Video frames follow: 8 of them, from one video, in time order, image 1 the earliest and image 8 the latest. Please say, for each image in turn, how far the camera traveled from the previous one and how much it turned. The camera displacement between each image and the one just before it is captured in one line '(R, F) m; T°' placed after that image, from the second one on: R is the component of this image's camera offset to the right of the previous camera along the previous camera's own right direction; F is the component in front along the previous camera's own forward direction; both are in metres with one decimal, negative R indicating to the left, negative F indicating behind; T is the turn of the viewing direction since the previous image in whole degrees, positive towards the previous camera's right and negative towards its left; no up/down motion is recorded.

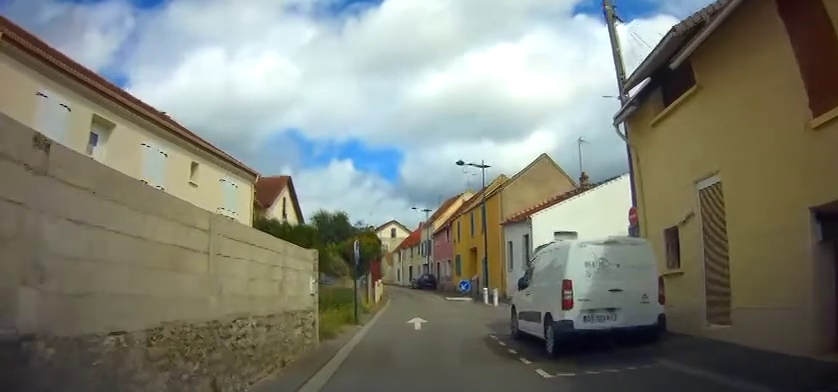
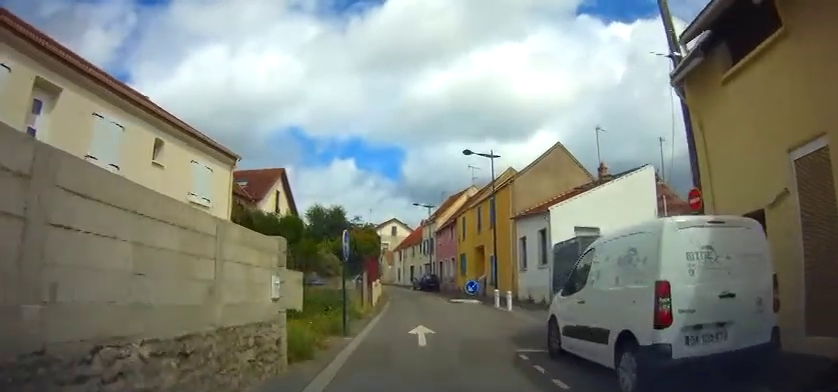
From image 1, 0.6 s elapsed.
(0.0, +3.0) m; -1°
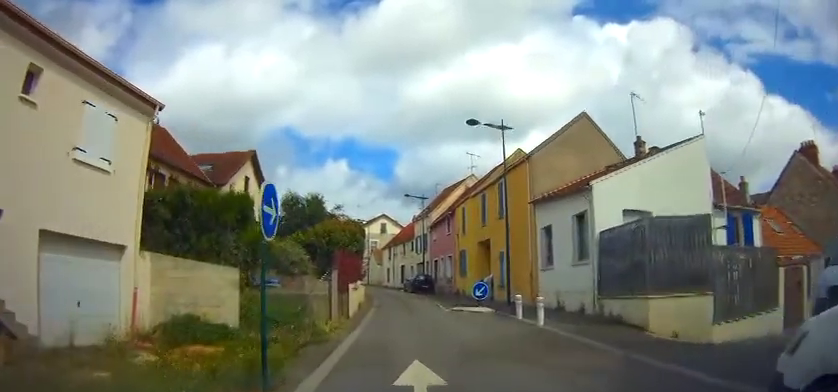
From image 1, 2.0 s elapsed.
(-0.1, +6.0) m; +3°
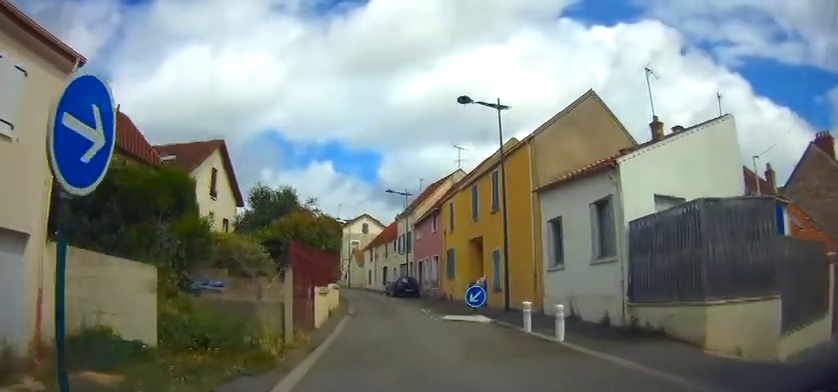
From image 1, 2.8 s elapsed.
(+0.1, +3.2) m; +3°
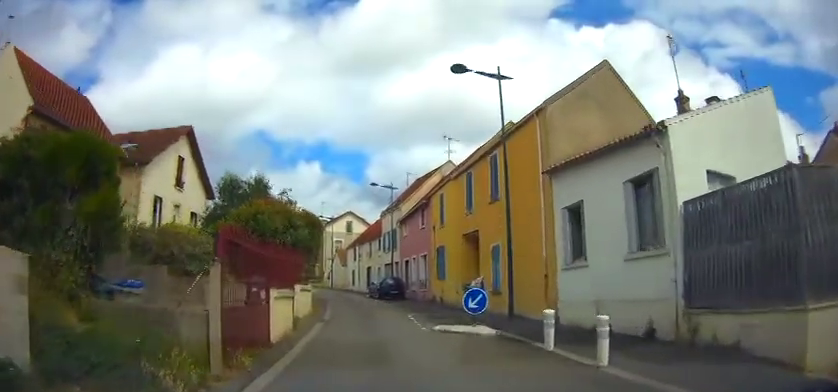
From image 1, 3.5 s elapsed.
(+0.1, +3.0) m; +1°
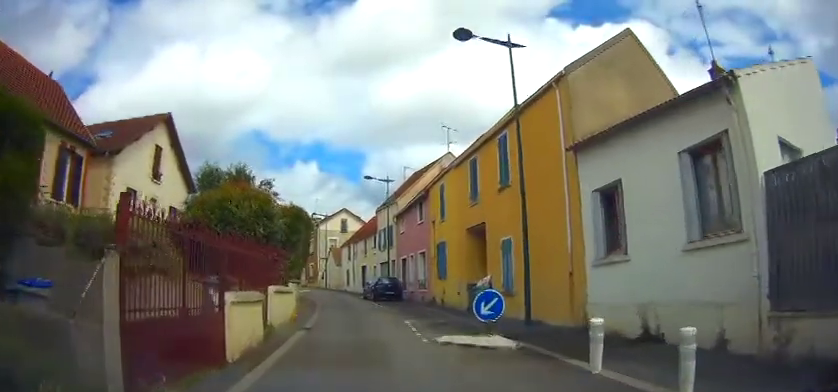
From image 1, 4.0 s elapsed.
(0.0, +2.5) m; -2°
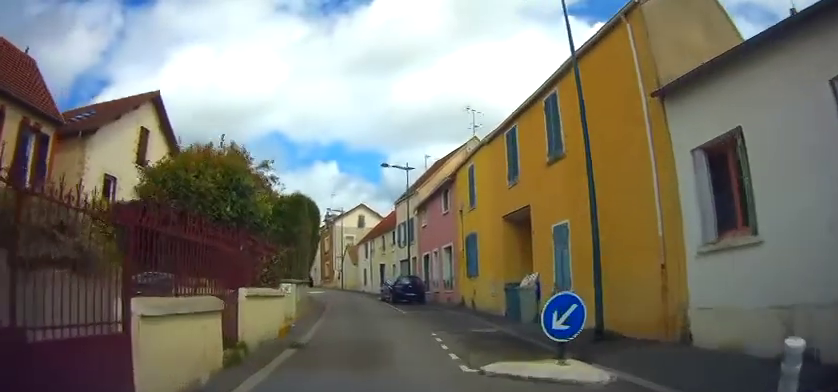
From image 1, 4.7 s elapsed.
(0.0, +3.3) m; -3°
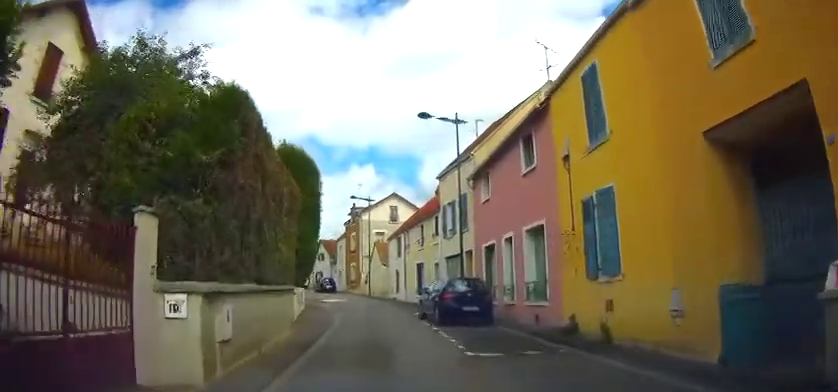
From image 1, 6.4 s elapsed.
(-0.5, +9.2) m; -4°
